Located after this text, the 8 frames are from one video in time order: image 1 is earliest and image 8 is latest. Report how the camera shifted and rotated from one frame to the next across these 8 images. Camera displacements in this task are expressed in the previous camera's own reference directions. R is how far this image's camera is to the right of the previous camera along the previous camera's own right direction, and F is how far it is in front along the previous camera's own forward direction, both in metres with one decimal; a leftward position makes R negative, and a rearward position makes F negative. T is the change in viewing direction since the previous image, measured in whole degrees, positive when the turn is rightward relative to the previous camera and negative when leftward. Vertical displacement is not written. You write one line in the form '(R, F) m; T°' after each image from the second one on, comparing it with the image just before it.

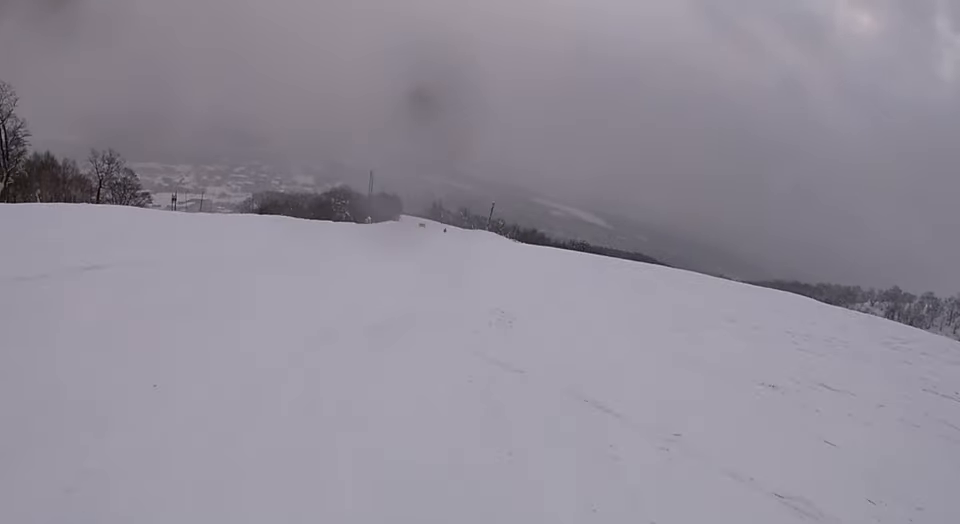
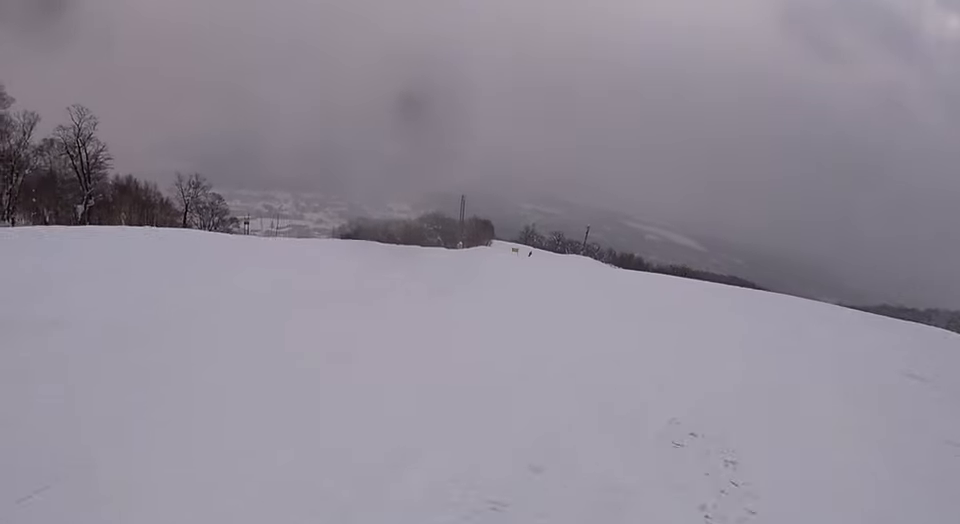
(-0.9, +5.3) m; -8°
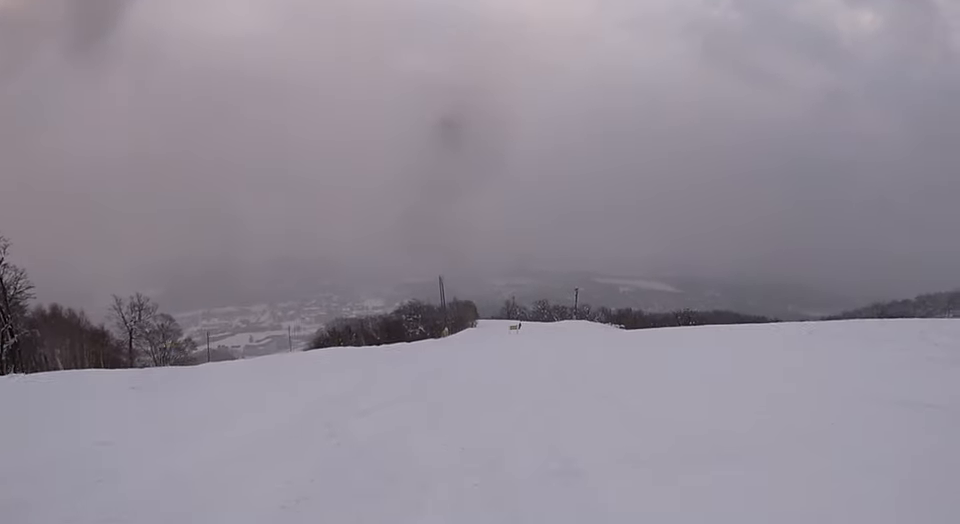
(-1.5, +12.9) m; +6°
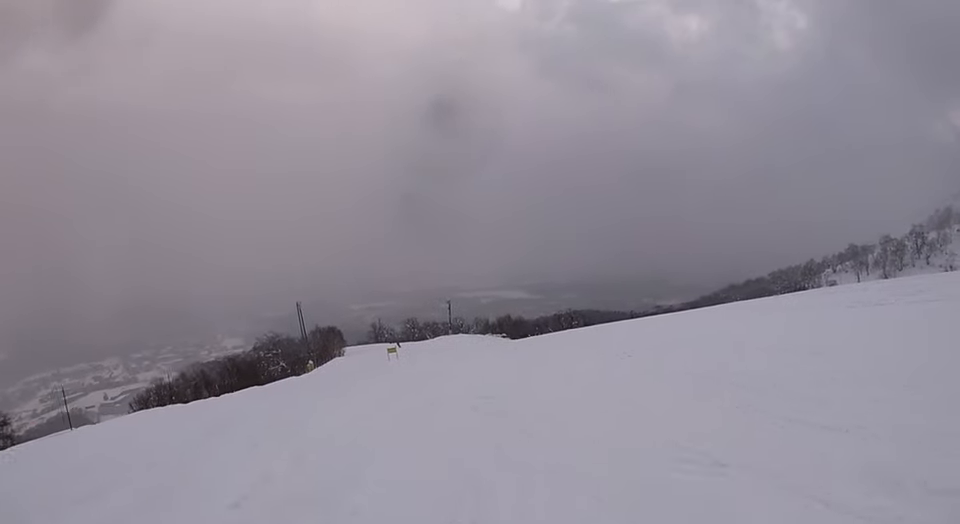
(+2.8, +10.9) m; +16°
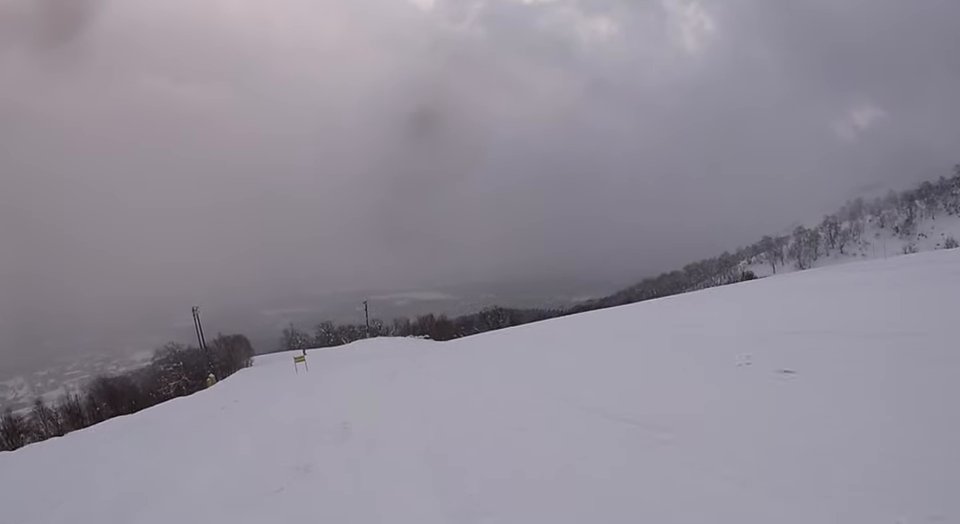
(-0.1, +8.0) m; +4°
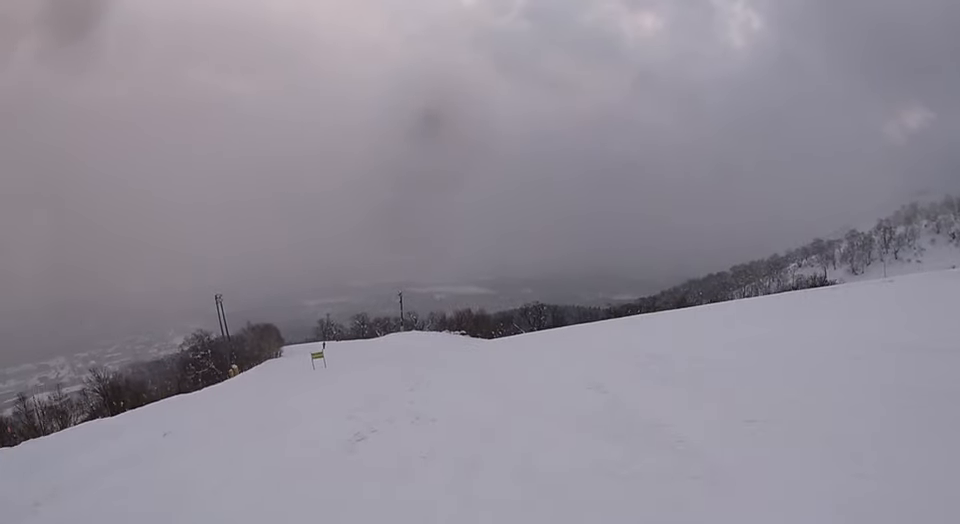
(+0.5, +6.2) m; +2°
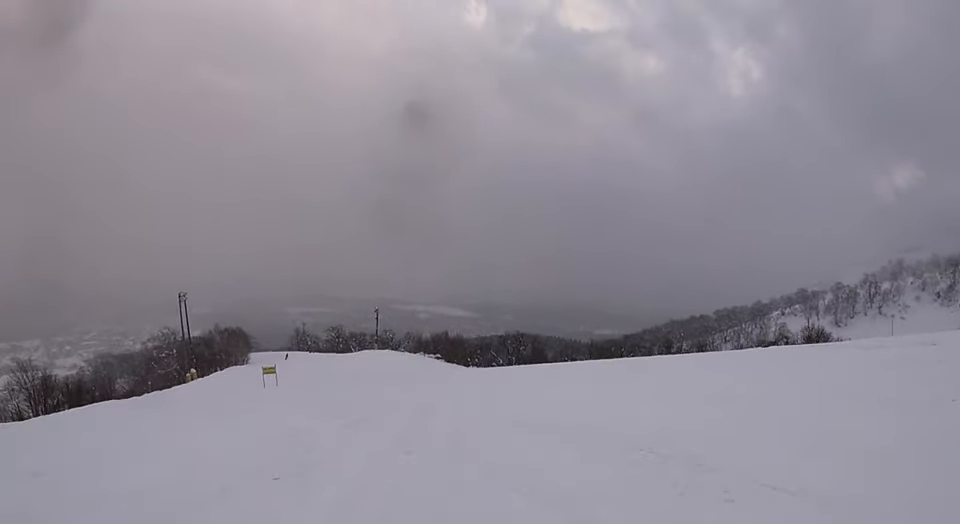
(+0.1, +4.7) m; -1°
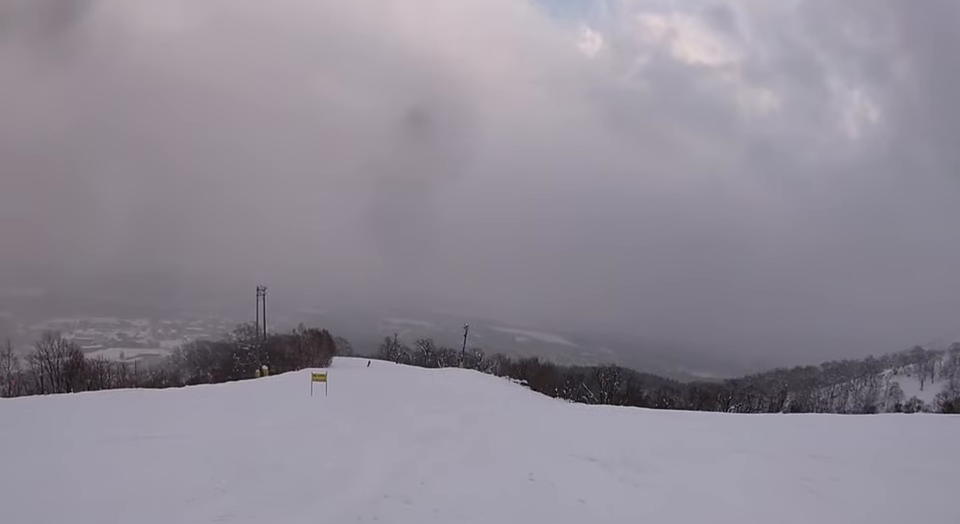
(0.0, +7.2) m; -9°
